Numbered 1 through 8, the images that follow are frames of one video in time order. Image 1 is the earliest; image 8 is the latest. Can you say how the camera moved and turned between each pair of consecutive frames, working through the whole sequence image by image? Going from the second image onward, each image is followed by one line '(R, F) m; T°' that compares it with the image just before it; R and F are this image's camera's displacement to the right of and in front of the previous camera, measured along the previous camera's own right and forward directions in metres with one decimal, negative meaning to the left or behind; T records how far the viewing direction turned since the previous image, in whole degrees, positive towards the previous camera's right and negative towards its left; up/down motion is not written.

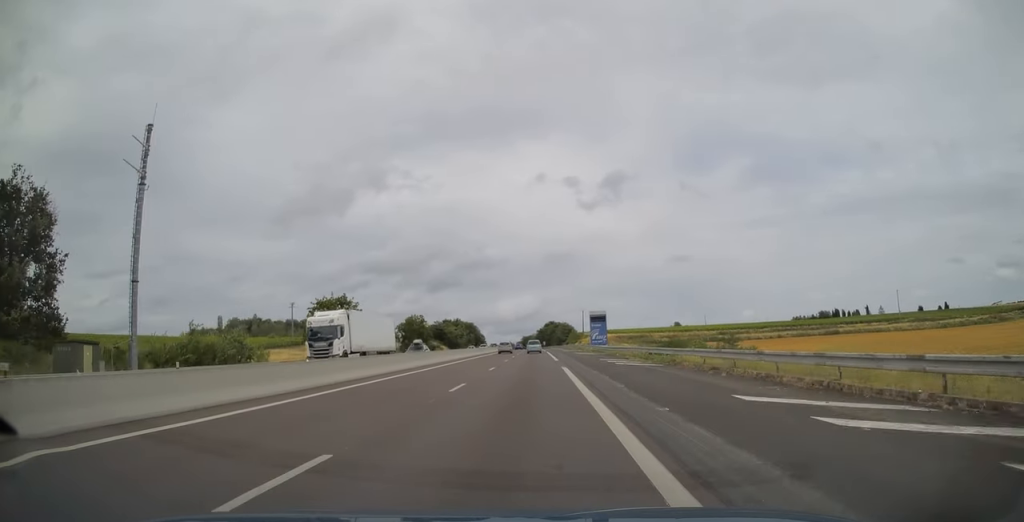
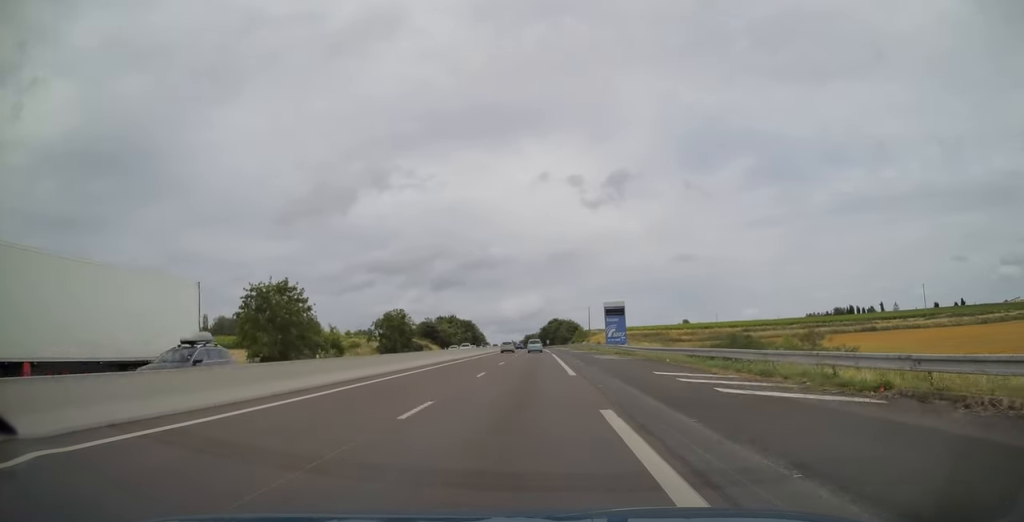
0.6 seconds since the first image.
(0.0, +19.3) m; 0°
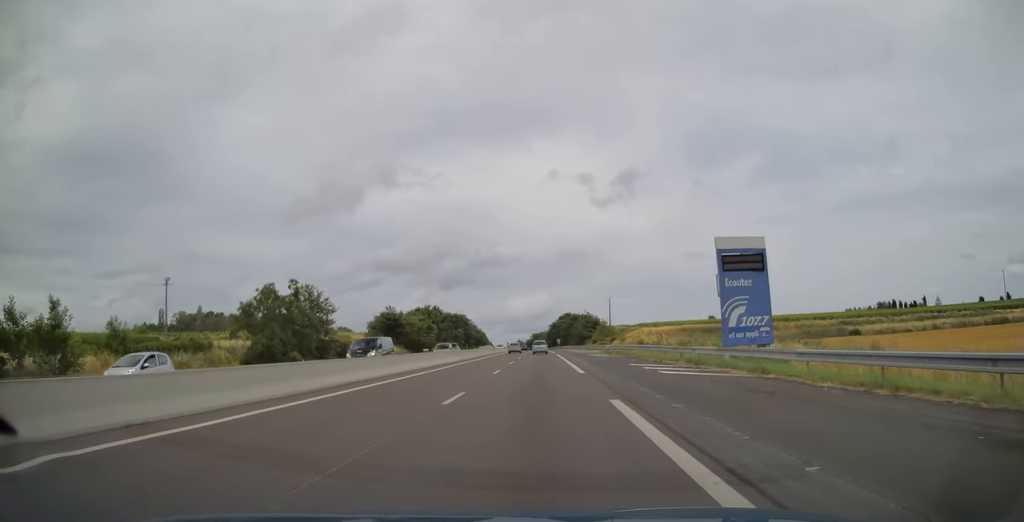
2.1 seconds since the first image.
(-0.2, +49.5) m; -1°
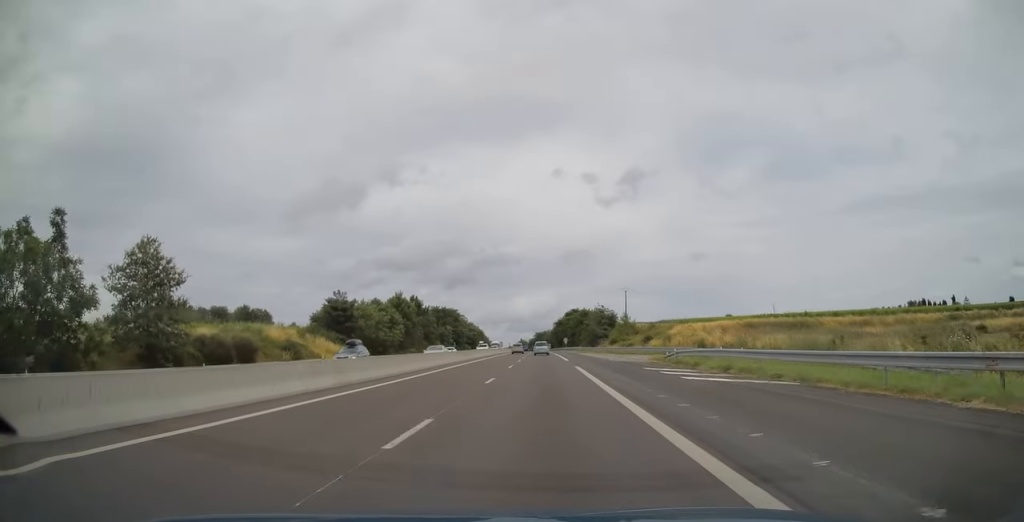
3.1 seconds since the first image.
(-0.4, +31.8) m; -1°
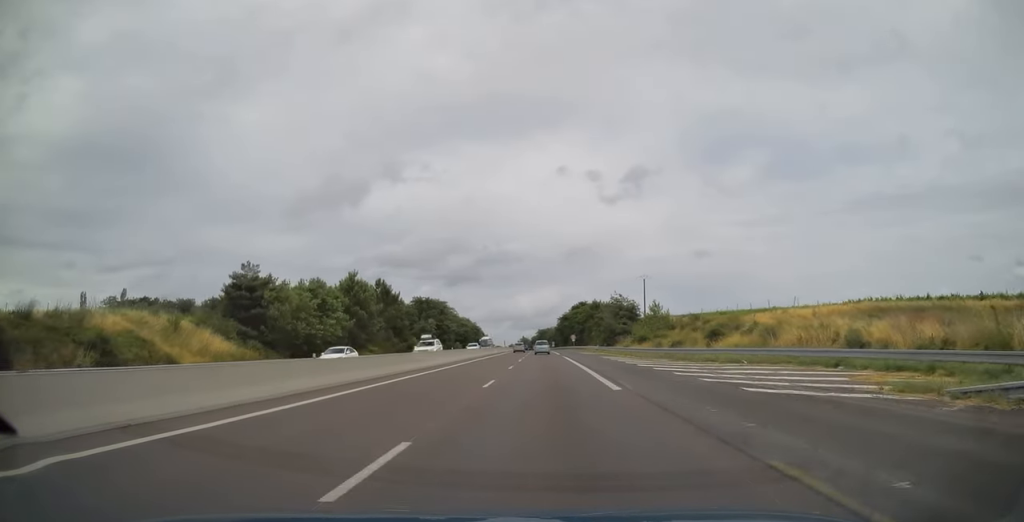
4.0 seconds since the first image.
(0.0, +28.6) m; 0°
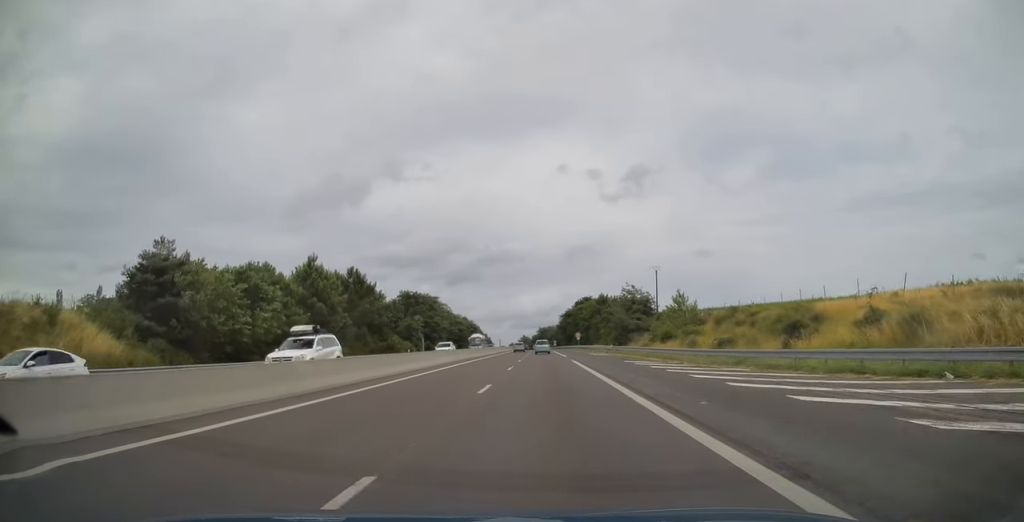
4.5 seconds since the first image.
(0.0, +15.1) m; 0°
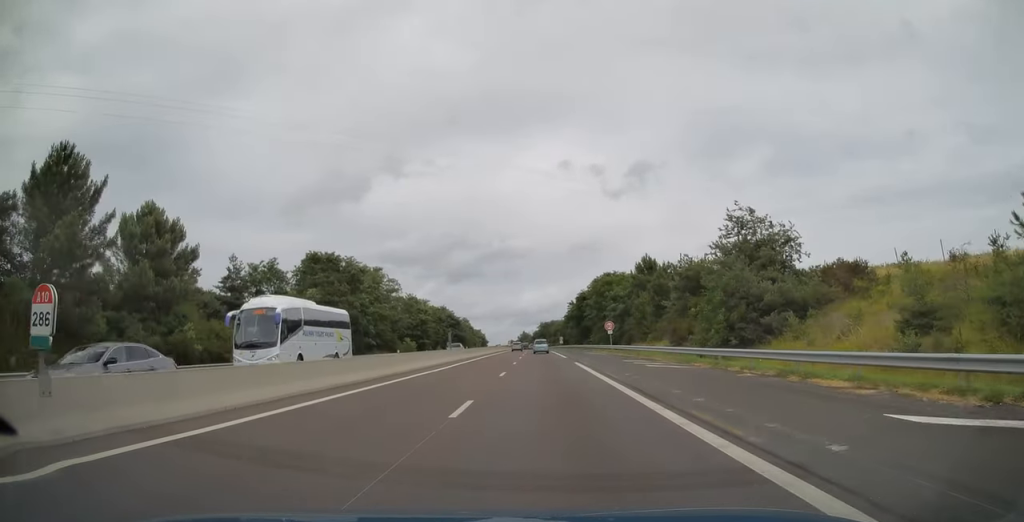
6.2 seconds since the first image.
(-0.1, +57.1) m; 0°
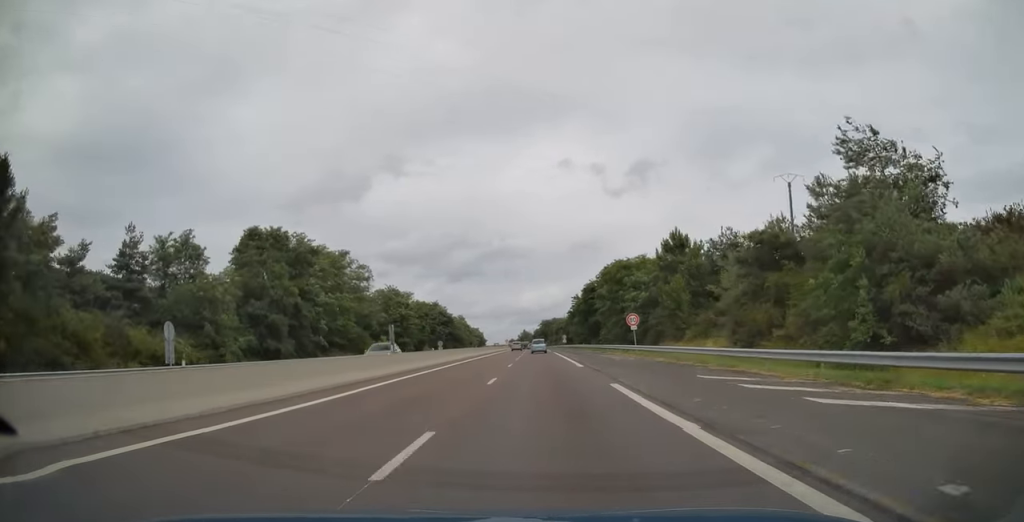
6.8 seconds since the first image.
(0.0, +17.8) m; 0°
